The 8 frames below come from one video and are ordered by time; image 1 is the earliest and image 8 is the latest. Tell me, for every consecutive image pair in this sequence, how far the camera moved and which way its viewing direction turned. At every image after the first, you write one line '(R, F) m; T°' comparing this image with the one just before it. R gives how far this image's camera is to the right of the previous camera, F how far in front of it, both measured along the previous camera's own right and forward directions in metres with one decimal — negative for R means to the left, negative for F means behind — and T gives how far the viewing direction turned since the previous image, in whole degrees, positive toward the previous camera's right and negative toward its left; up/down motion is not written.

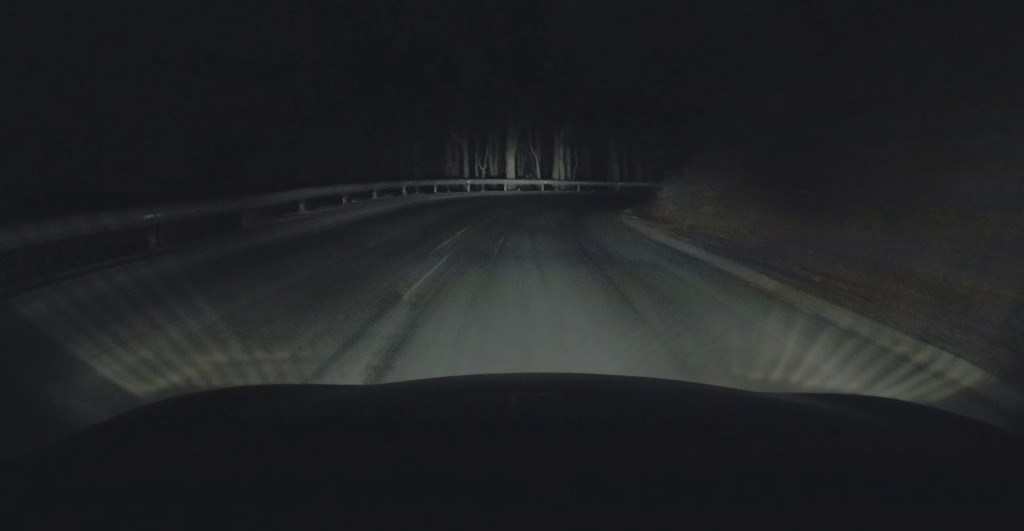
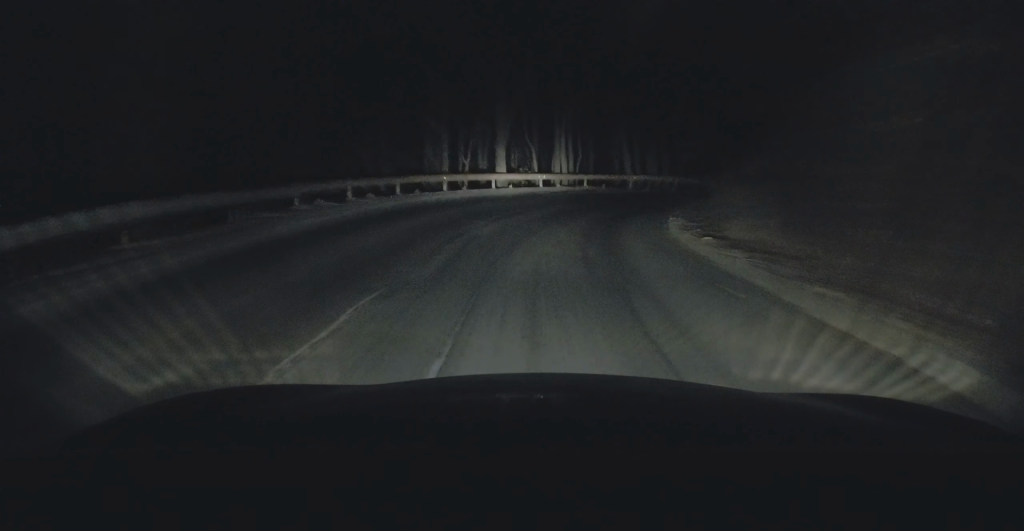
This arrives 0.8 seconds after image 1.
(-0.1, +8.1) m; 0°
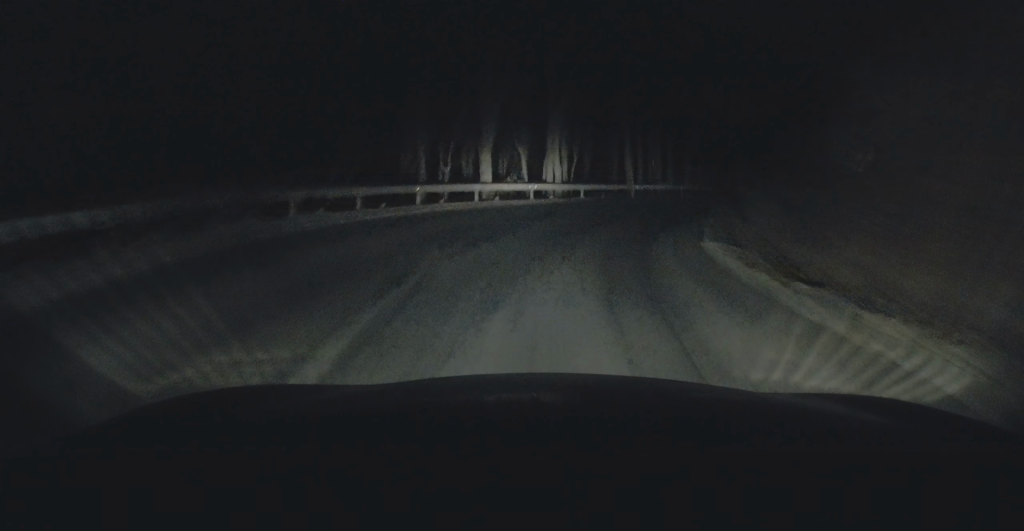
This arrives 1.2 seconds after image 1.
(-0.1, +4.3) m; +1°
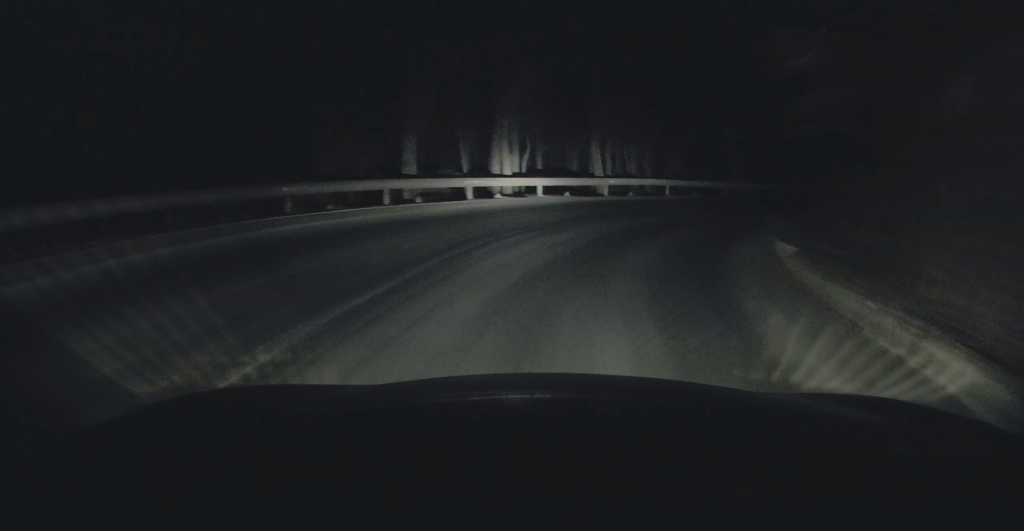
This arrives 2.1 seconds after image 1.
(+0.3, +8.3) m; +5°
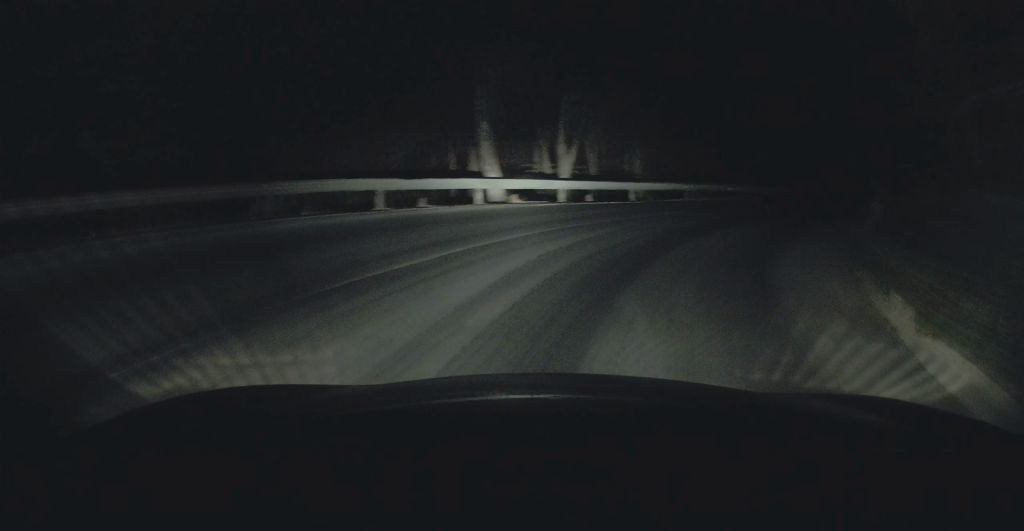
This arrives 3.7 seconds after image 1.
(+2.1, +12.6) m; +23°
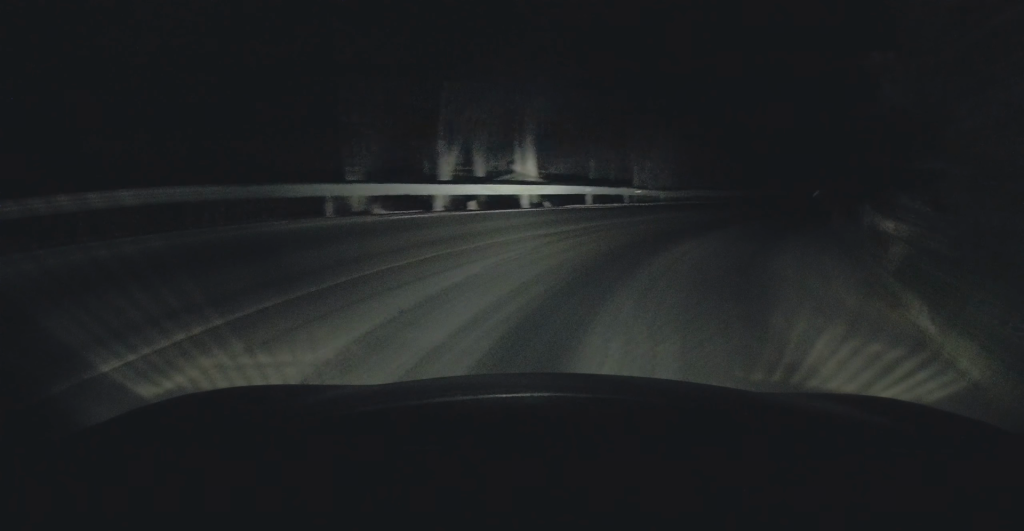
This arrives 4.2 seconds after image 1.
(+0.1, +4.0) m; +9°
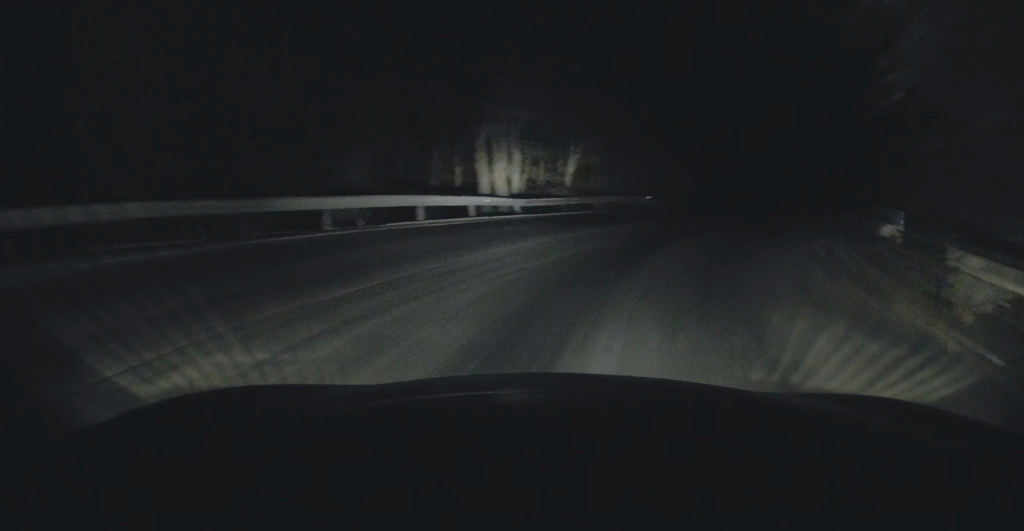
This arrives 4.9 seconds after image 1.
(+0.8, +5.6) m; +10°
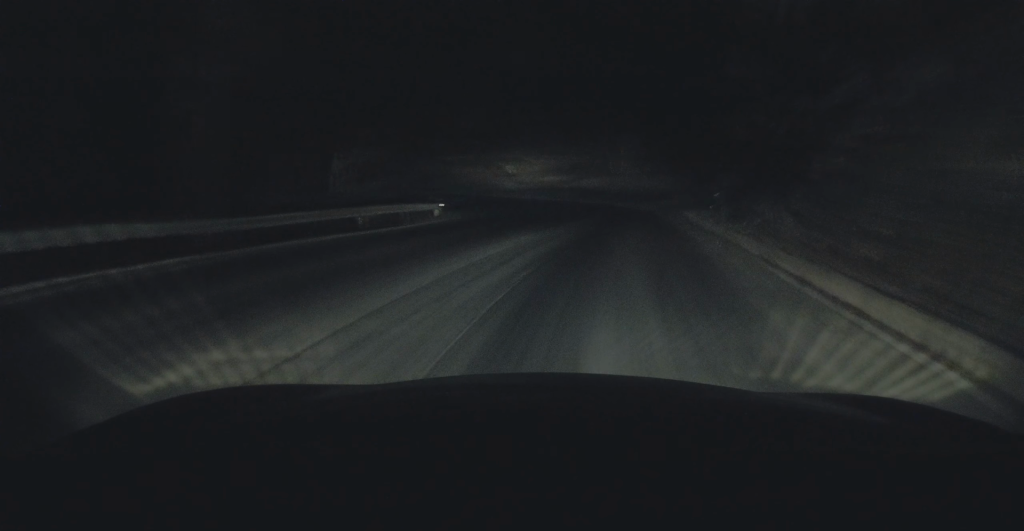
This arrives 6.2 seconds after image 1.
(+1.2, +10.1) m; +15°
